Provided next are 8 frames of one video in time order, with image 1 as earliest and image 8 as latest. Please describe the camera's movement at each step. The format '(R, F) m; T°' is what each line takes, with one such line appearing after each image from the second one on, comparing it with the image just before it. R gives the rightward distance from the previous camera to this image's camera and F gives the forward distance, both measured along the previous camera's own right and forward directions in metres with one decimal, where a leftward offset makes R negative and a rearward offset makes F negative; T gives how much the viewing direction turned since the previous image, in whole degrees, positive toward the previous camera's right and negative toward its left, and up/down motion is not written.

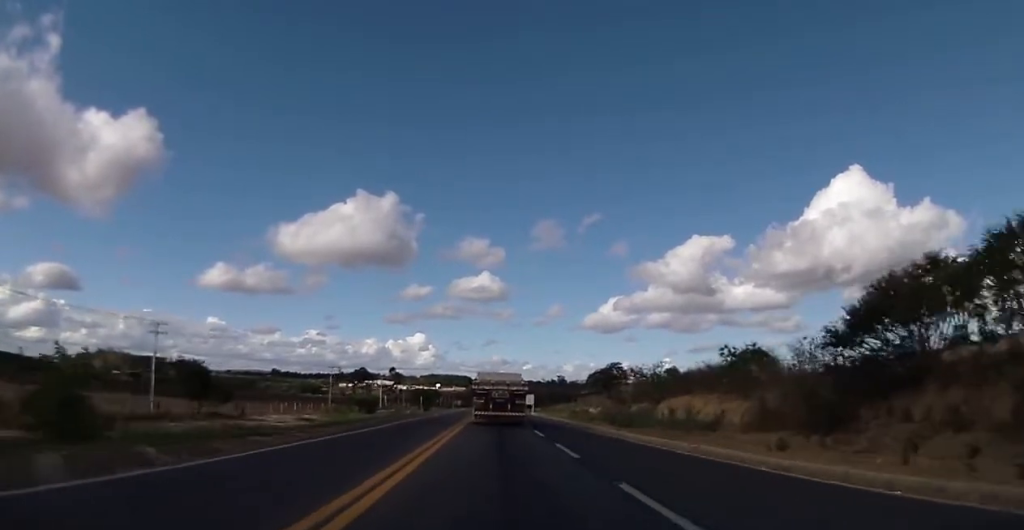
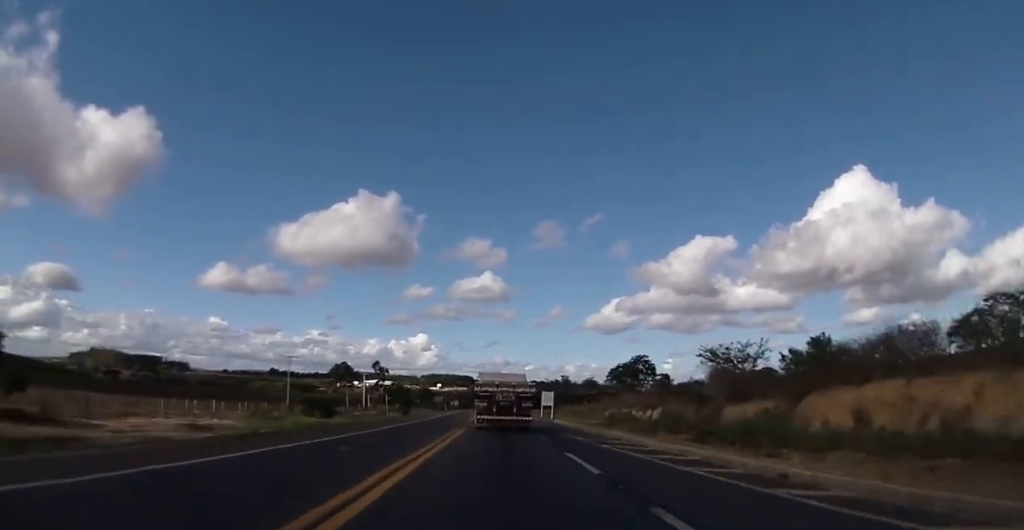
(0.0, +31.4) m; 0°
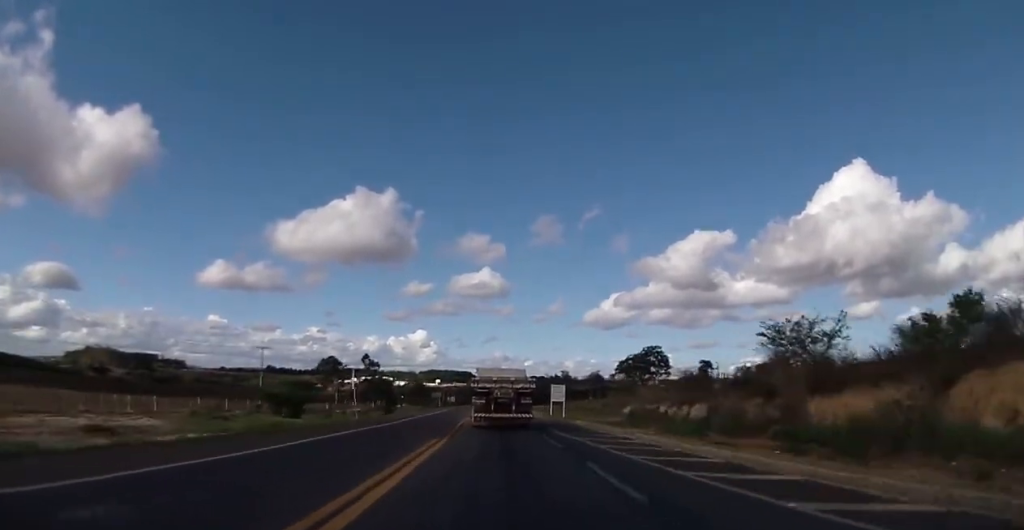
(0.0, +13.3) m; +1°
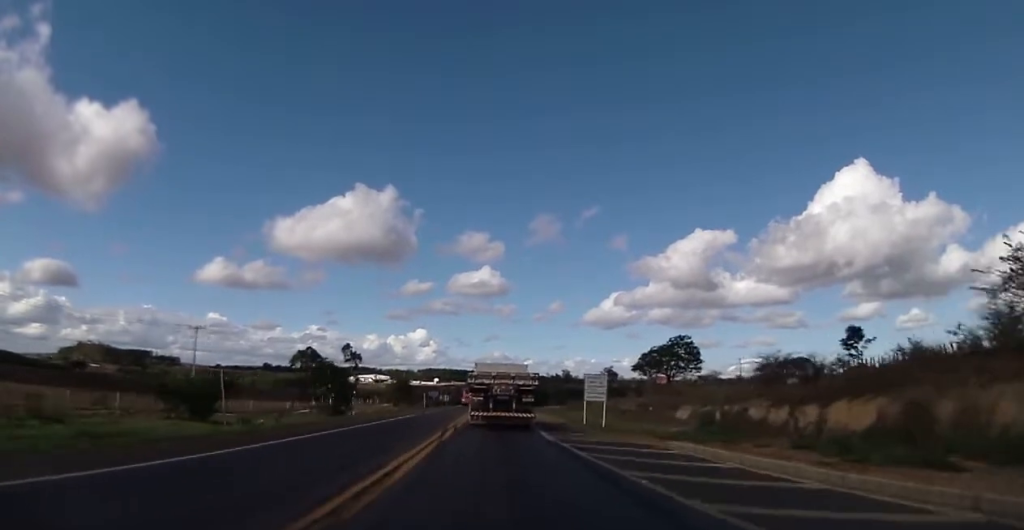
(+0.2, +23.5) m; 0°
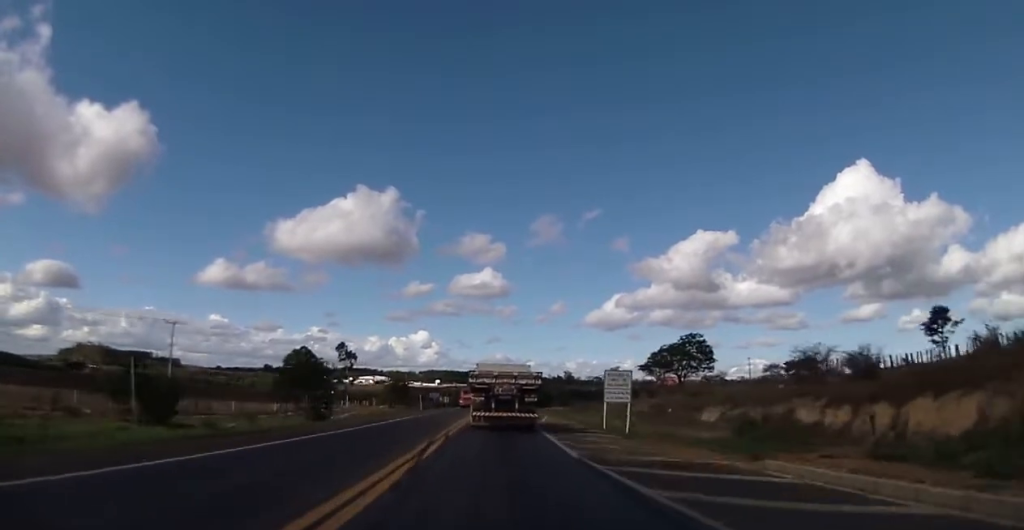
(-0.2, +6.6) m; 0°
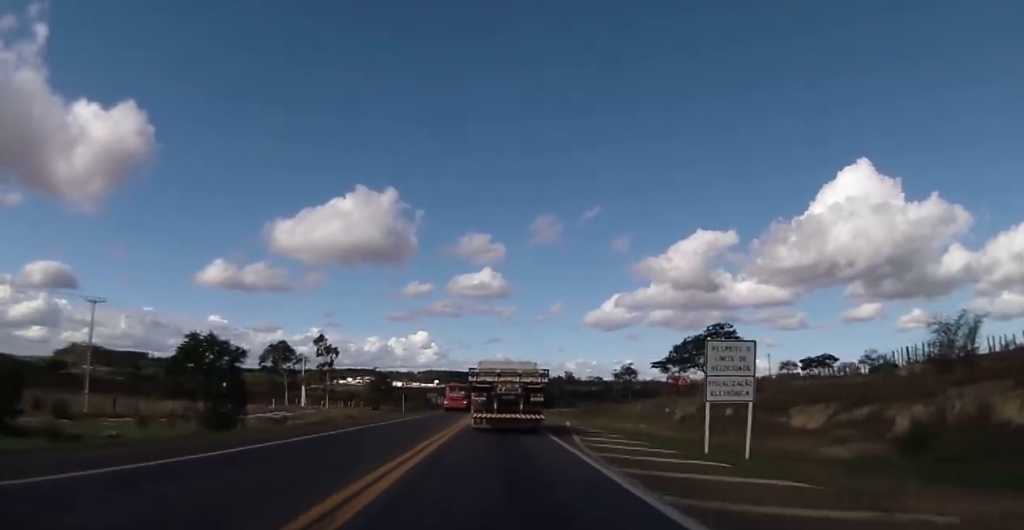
(0.0, +16.0) m; +1°
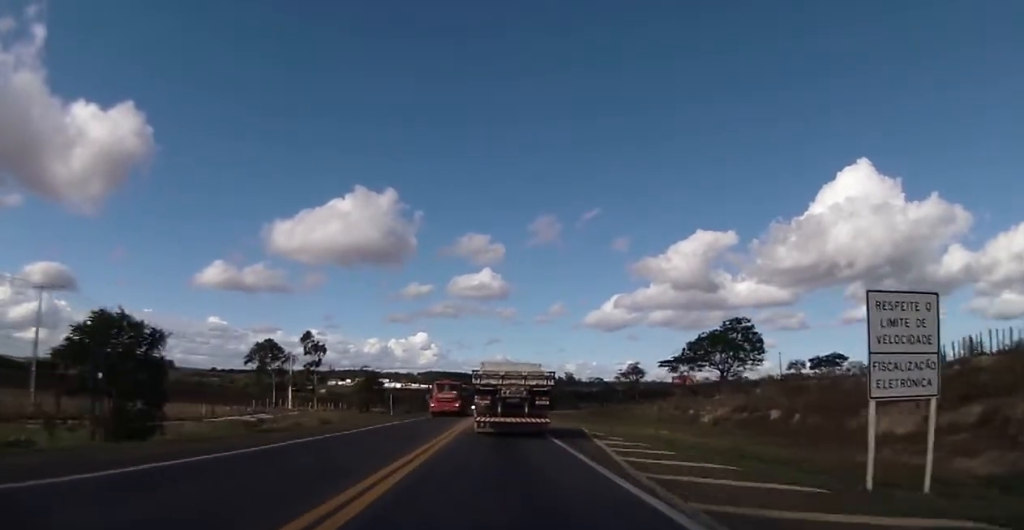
(0.0, +8.2) m; 0°
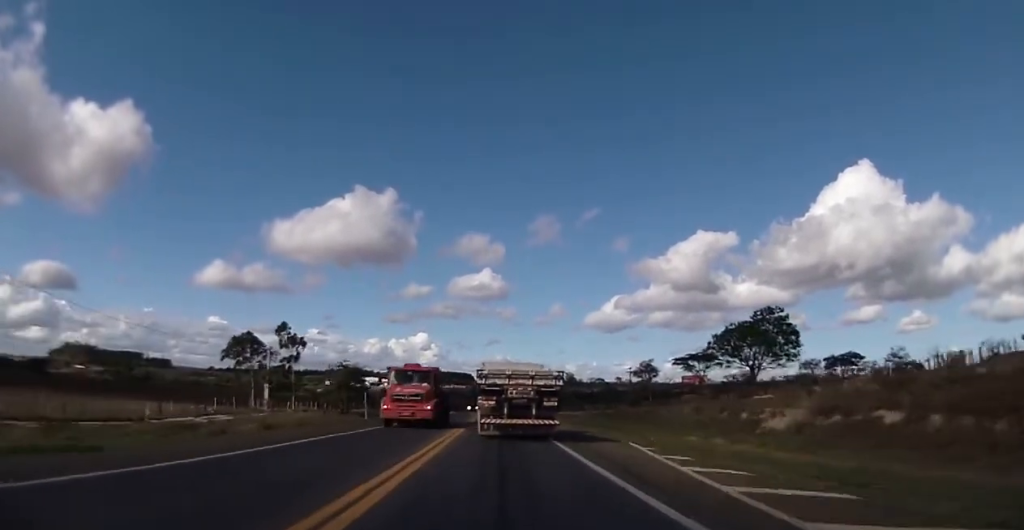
(0.0, +12.5) m; -1°
